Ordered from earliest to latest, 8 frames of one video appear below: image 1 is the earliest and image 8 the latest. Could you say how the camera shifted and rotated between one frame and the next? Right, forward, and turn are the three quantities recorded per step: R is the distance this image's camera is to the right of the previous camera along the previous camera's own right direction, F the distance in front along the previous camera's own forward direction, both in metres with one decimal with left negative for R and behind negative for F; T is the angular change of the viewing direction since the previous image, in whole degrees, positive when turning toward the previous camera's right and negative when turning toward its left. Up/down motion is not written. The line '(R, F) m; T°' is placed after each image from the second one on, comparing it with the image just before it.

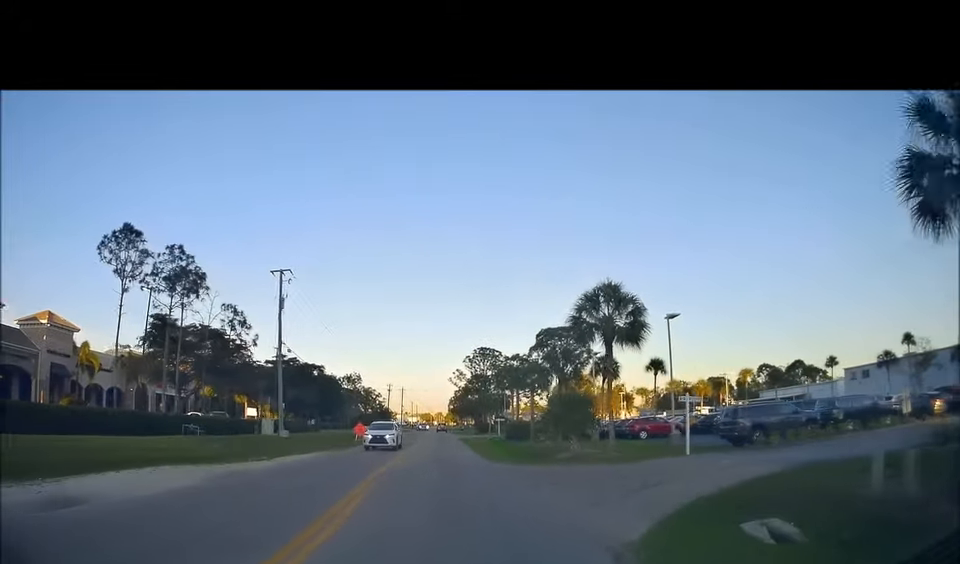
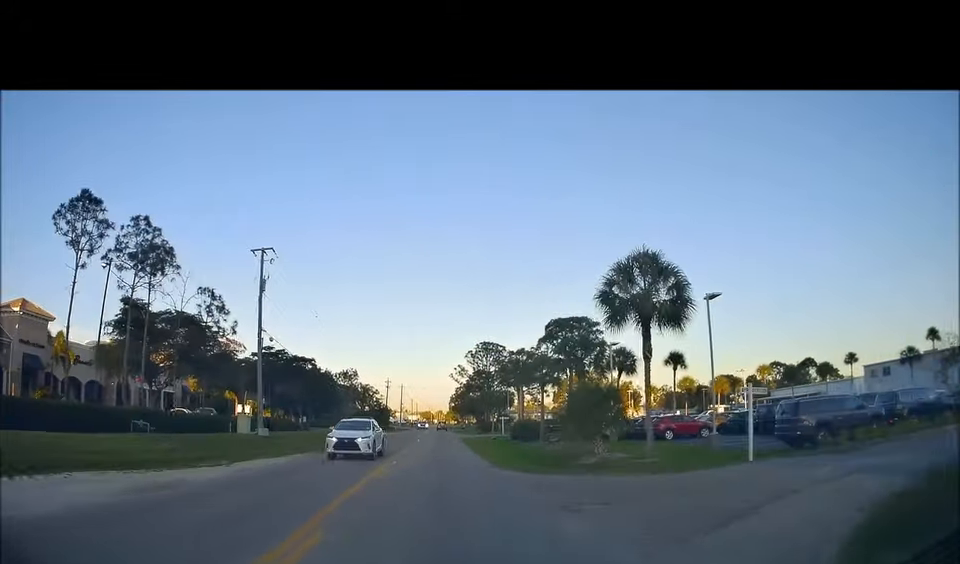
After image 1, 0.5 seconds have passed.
(0.0, +4.2) m; 0°
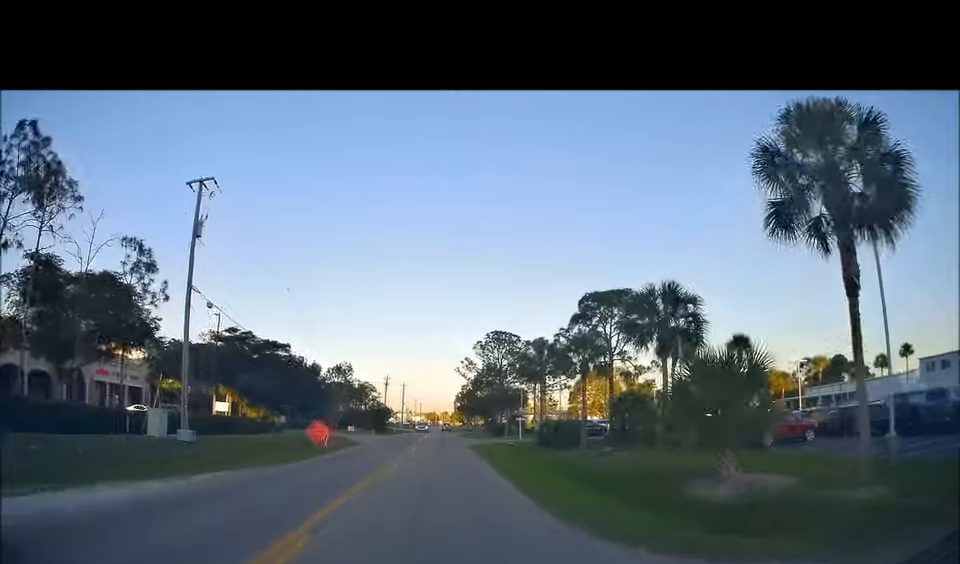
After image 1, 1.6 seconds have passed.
(0.0, +10.3) m; +1°
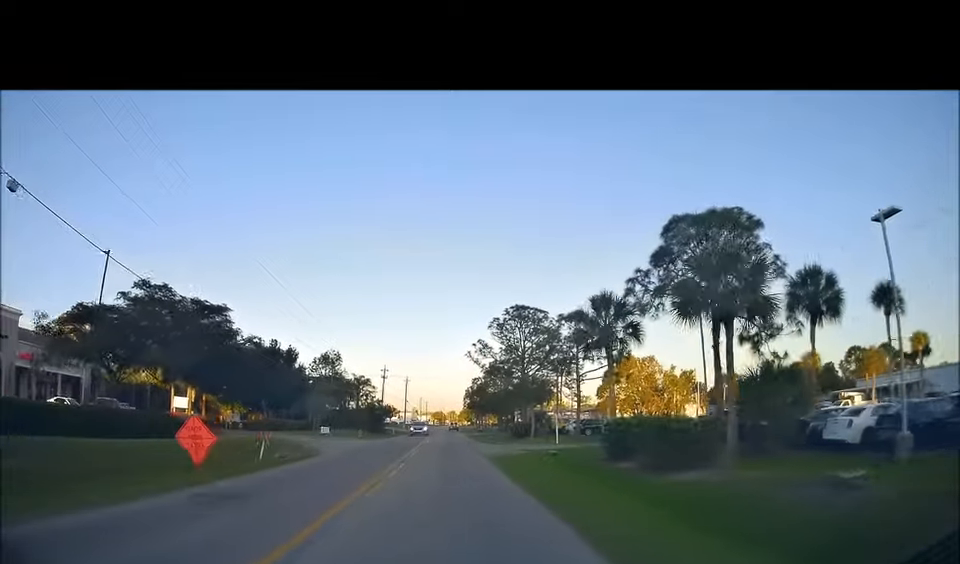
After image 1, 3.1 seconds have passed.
(+0.7, +14.7) m; +5°
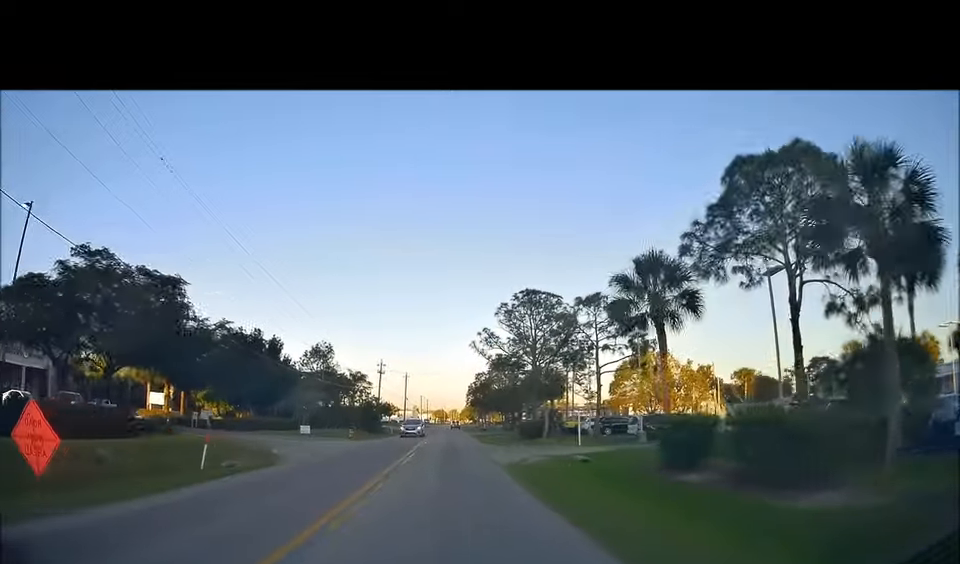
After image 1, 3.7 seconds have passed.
(+0.1, +6.4) m; +1°
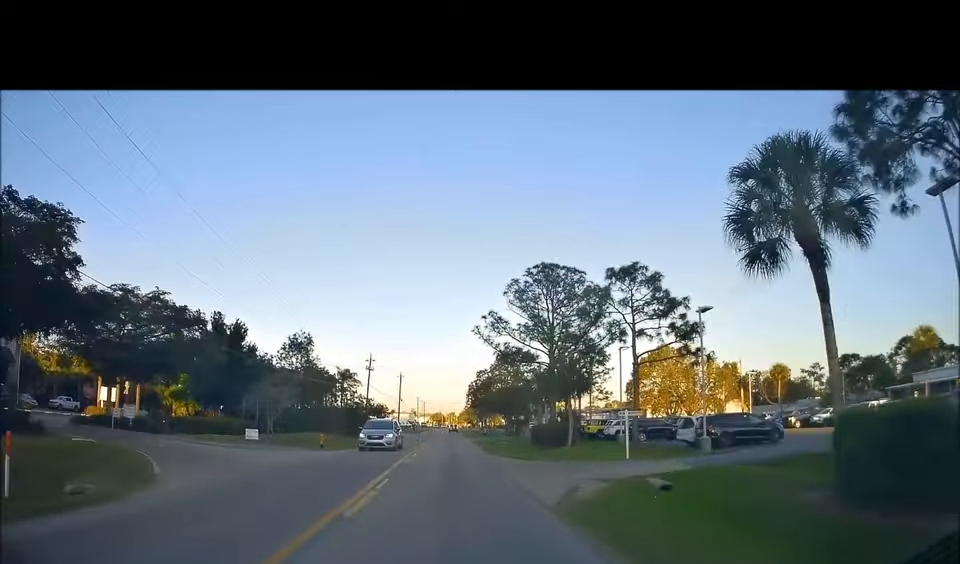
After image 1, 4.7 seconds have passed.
(0.0, +9.9) m; -1°
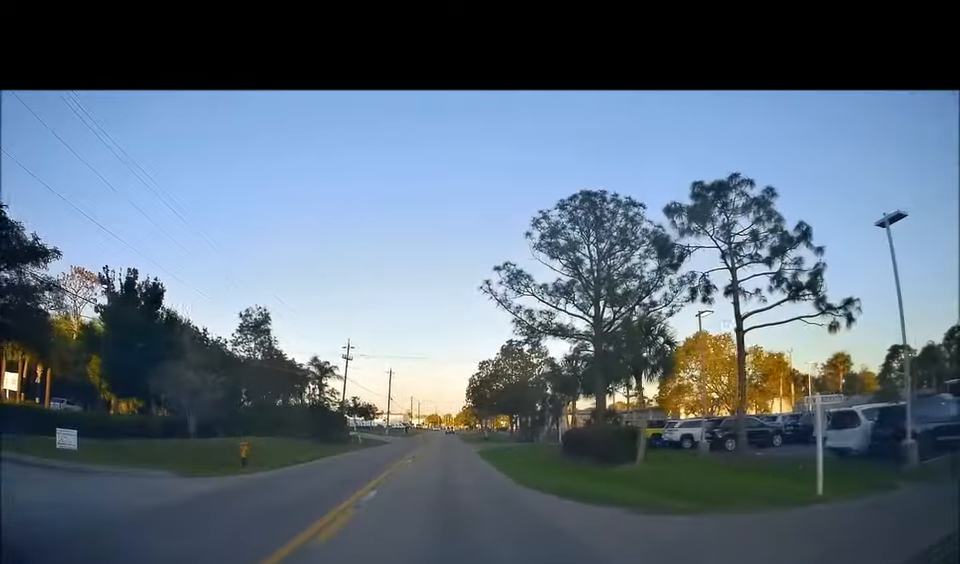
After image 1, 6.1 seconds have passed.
(-0.6, +14.5) m; -2°
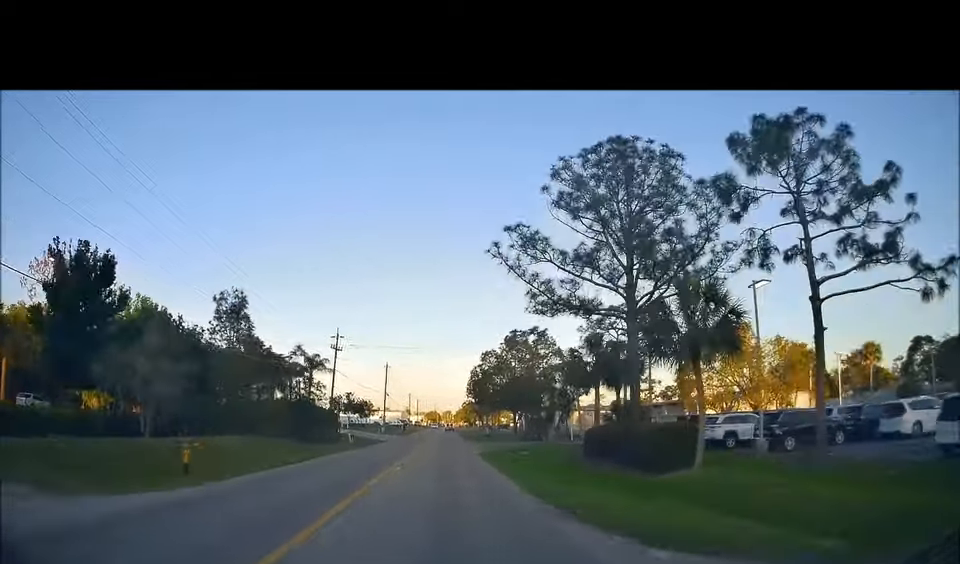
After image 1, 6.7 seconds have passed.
(0.0, +5.7) m; 0°
